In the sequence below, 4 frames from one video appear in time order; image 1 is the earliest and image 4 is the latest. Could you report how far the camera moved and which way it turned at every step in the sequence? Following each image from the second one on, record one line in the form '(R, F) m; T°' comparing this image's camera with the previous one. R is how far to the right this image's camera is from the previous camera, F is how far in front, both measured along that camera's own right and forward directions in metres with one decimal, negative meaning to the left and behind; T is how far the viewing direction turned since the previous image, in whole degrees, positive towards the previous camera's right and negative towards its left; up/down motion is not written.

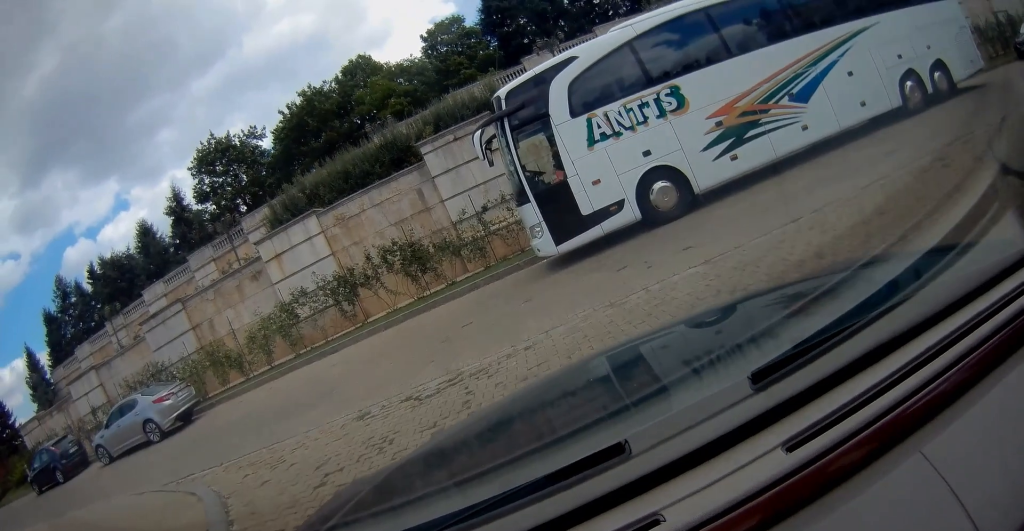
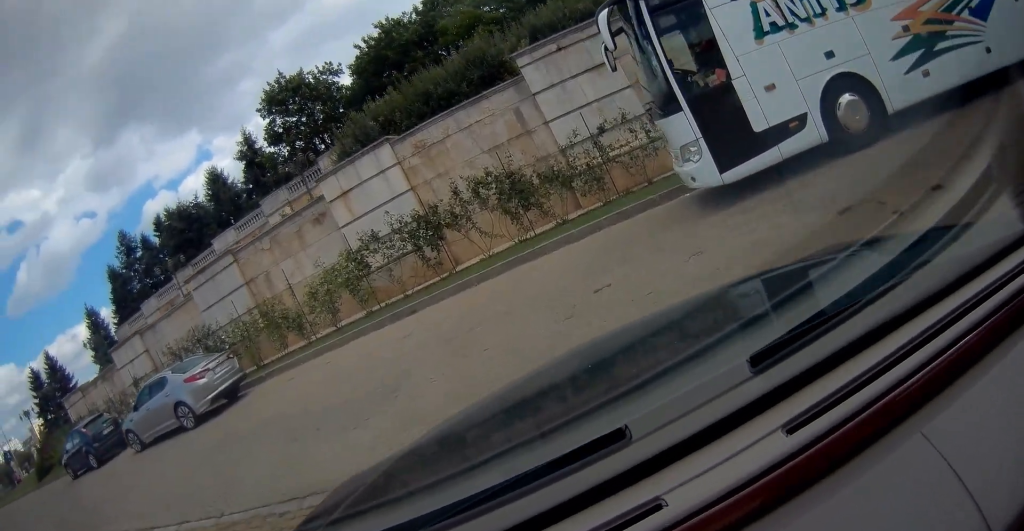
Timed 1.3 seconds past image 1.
(-0.5, +3.9) m; -26°
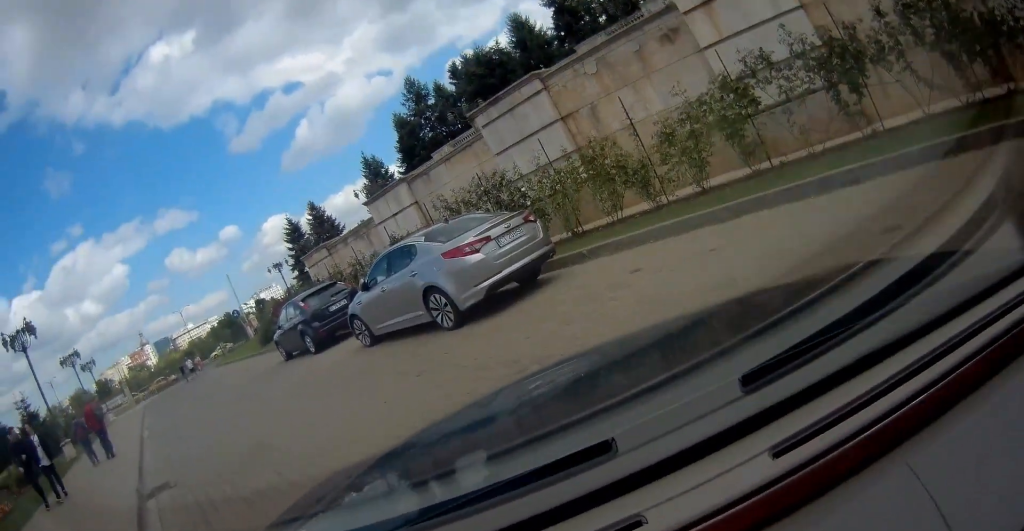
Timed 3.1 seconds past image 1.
(-2.2, +5.2) m; -39°
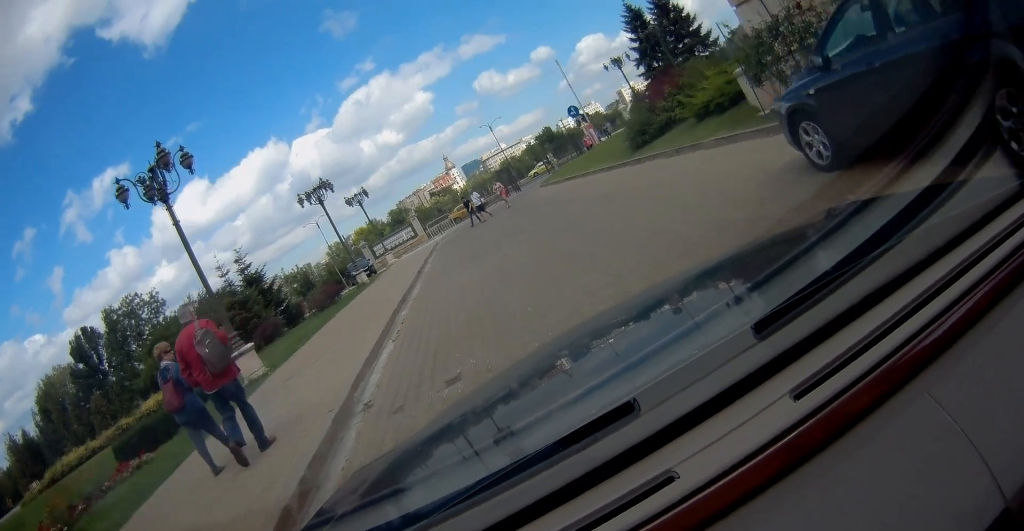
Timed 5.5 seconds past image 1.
(-4.1, +10.2) m; -28°
